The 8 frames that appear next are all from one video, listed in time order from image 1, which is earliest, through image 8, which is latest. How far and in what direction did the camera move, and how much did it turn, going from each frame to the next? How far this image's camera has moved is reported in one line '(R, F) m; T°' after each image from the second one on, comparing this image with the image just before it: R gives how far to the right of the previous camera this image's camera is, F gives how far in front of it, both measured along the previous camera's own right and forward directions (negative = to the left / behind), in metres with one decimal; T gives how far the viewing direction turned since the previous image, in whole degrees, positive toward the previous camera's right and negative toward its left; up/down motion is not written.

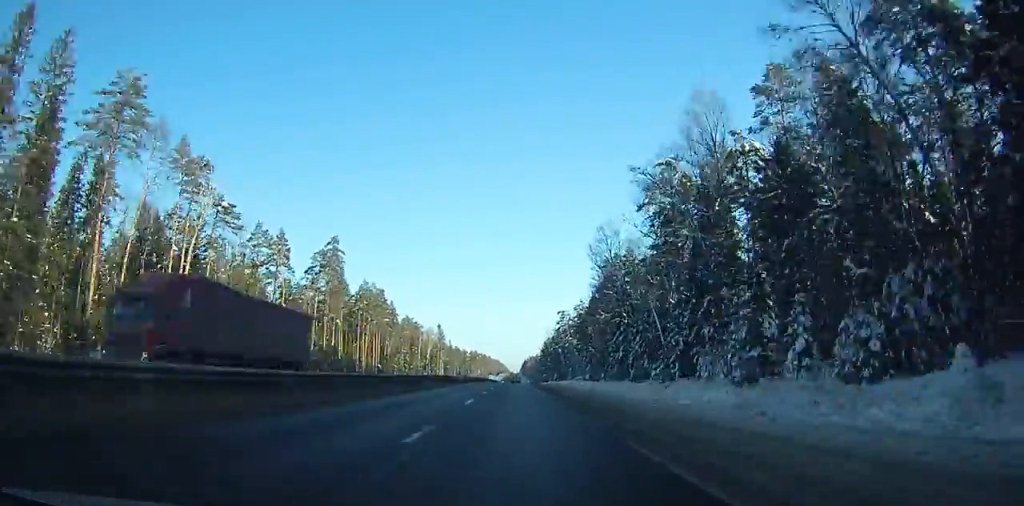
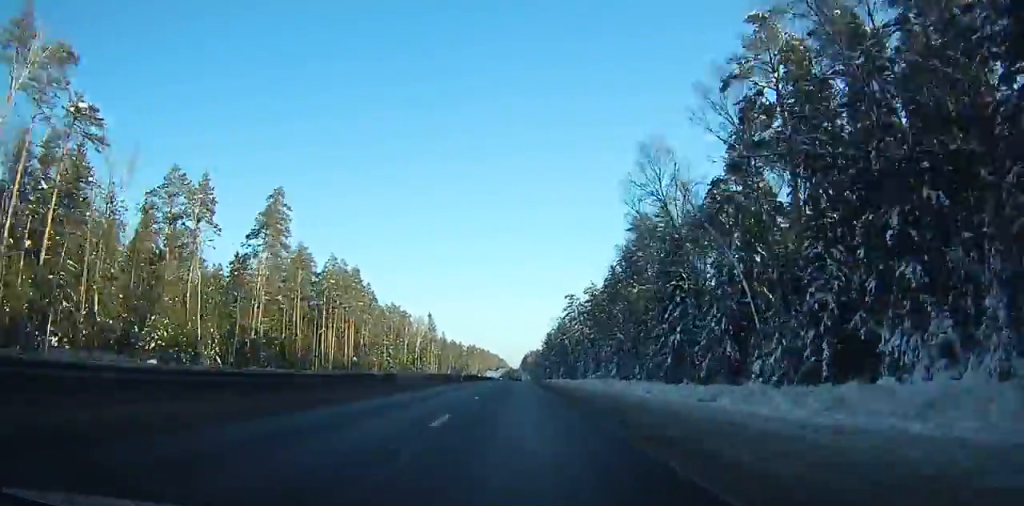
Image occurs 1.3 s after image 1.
(0.0, +32.7) m; 0°
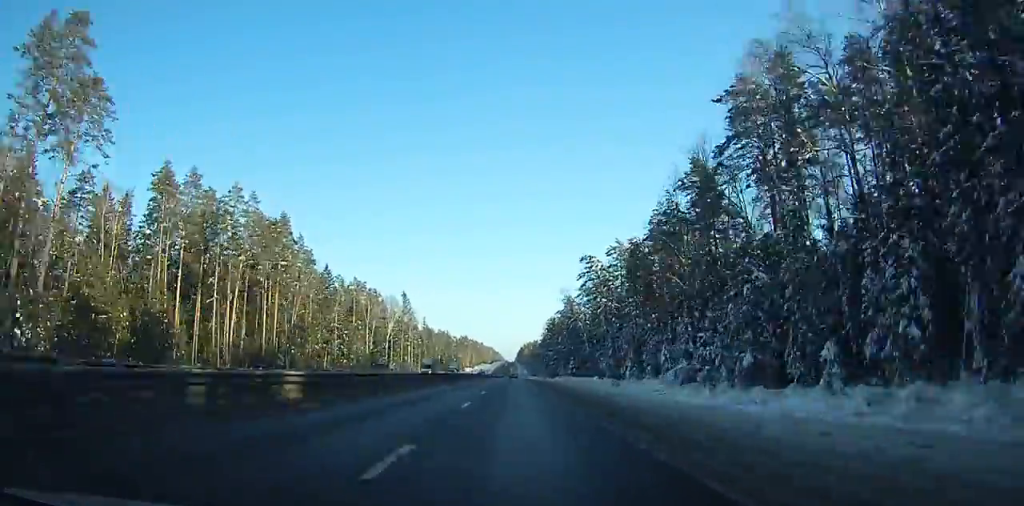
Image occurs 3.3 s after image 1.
(0.0, +50.4) m; -1°
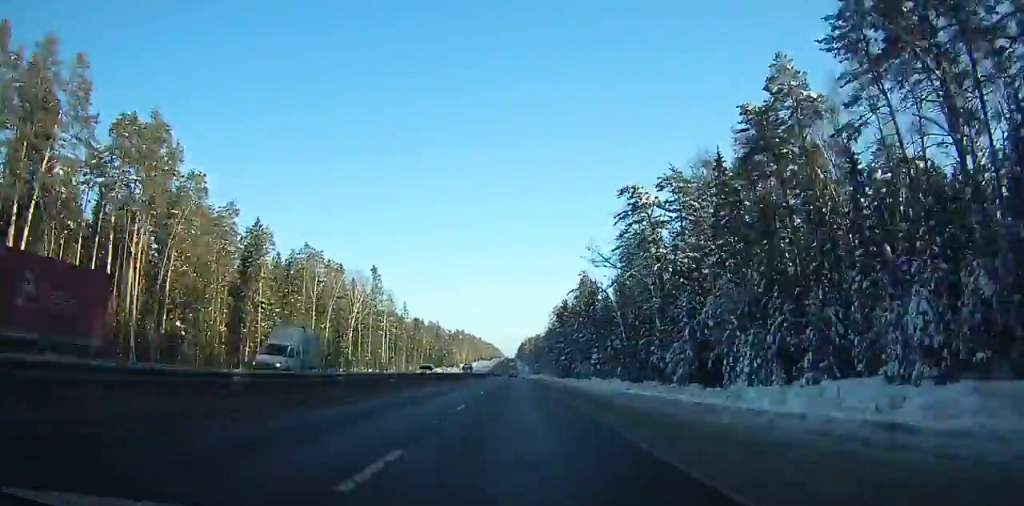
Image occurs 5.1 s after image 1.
(-0.4, +47.1) m; +1°
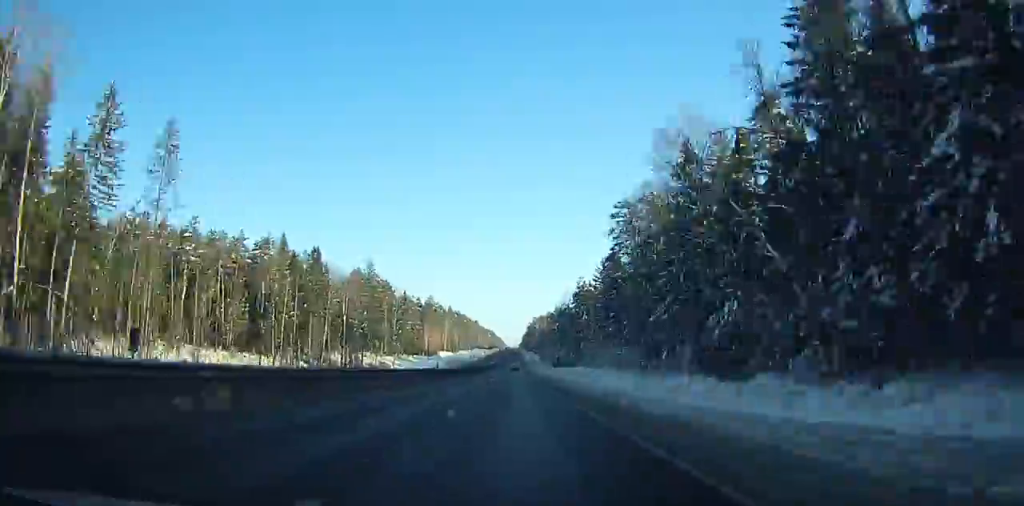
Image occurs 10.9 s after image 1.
(+3.2, +170.9) m; +2°
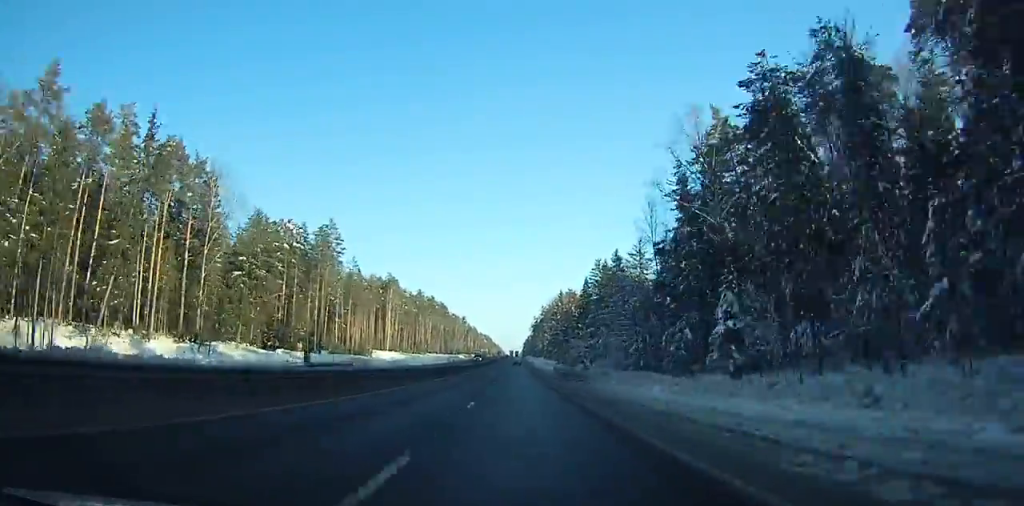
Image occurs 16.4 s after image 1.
(+1.6, +158.4) m; -3°
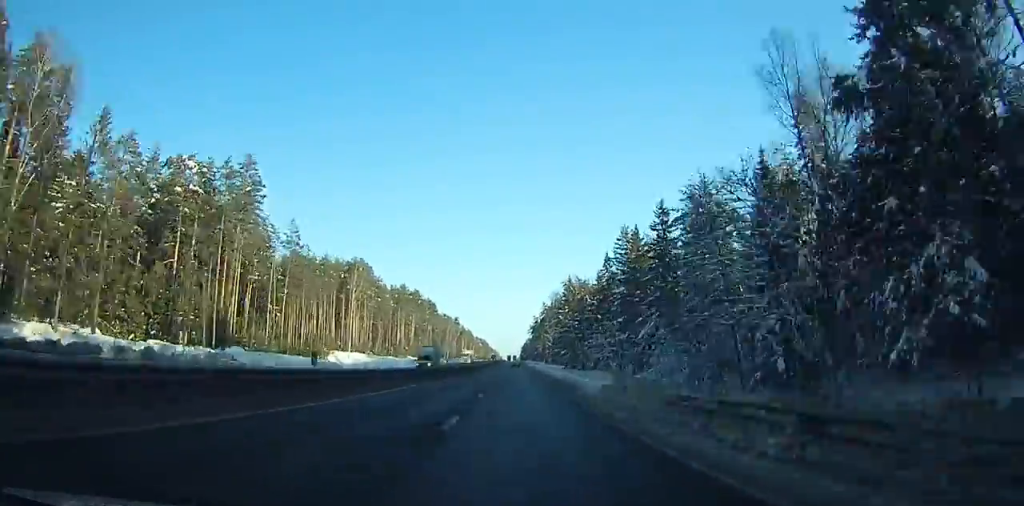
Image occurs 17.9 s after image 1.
(-4.0, +39.8) m; -2°
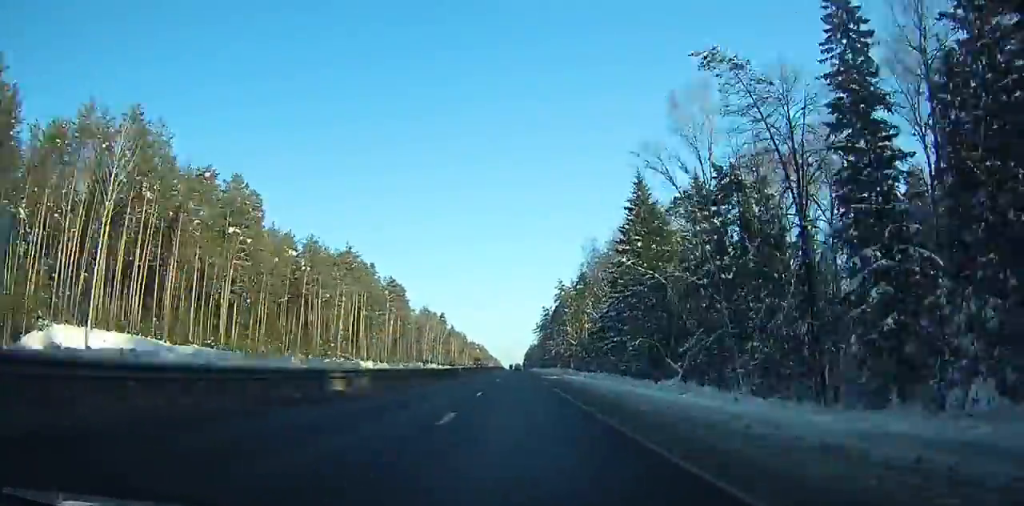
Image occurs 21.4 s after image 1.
(+2.3, +86.2) m; +1°
